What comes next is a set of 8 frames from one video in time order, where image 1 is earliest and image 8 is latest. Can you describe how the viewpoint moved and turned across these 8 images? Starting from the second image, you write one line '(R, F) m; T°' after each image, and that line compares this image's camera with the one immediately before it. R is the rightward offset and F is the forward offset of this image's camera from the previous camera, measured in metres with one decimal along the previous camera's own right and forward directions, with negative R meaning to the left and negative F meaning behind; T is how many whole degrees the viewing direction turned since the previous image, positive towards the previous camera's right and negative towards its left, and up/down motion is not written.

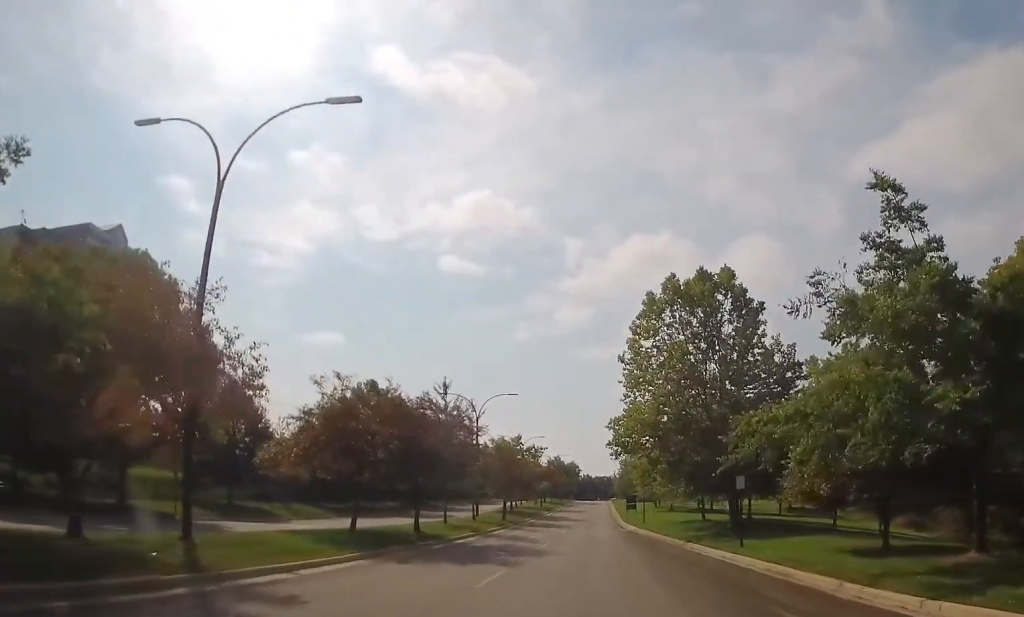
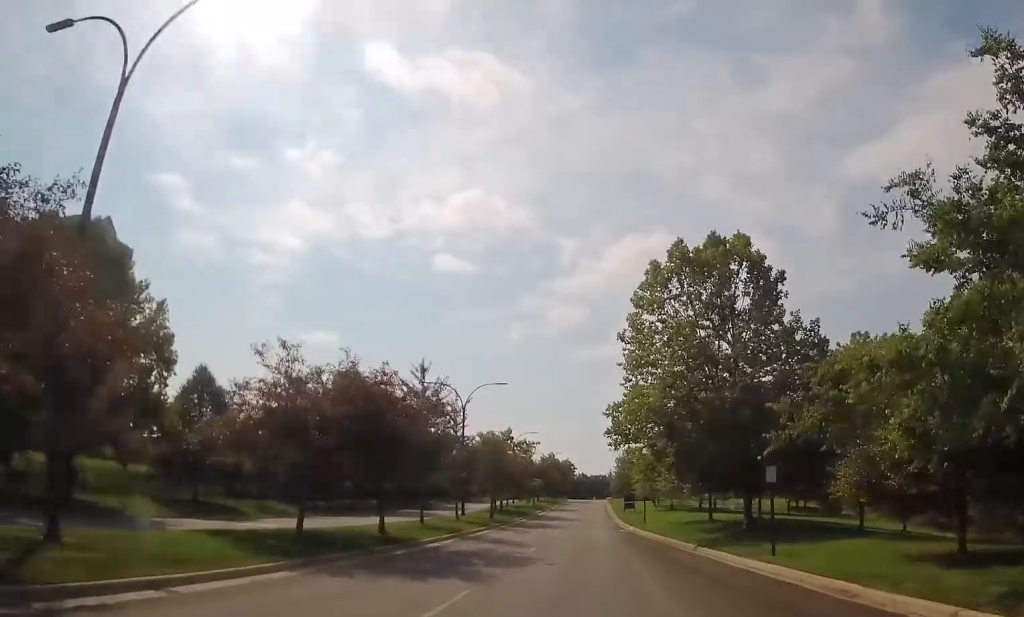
(+0.2, +4.7) m; +2°
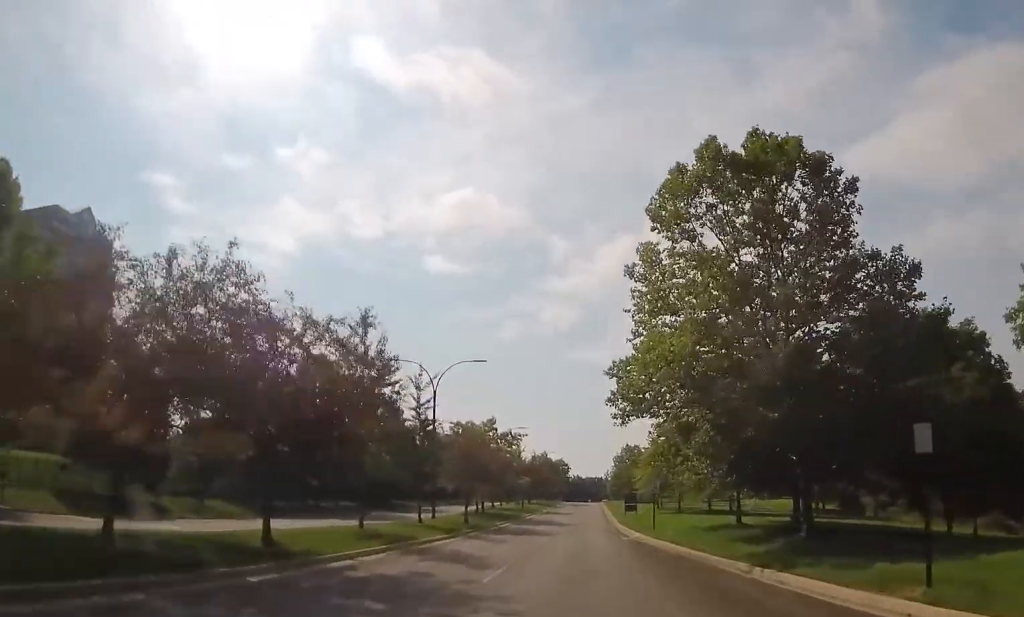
(0.0, +10.5) m; +2°
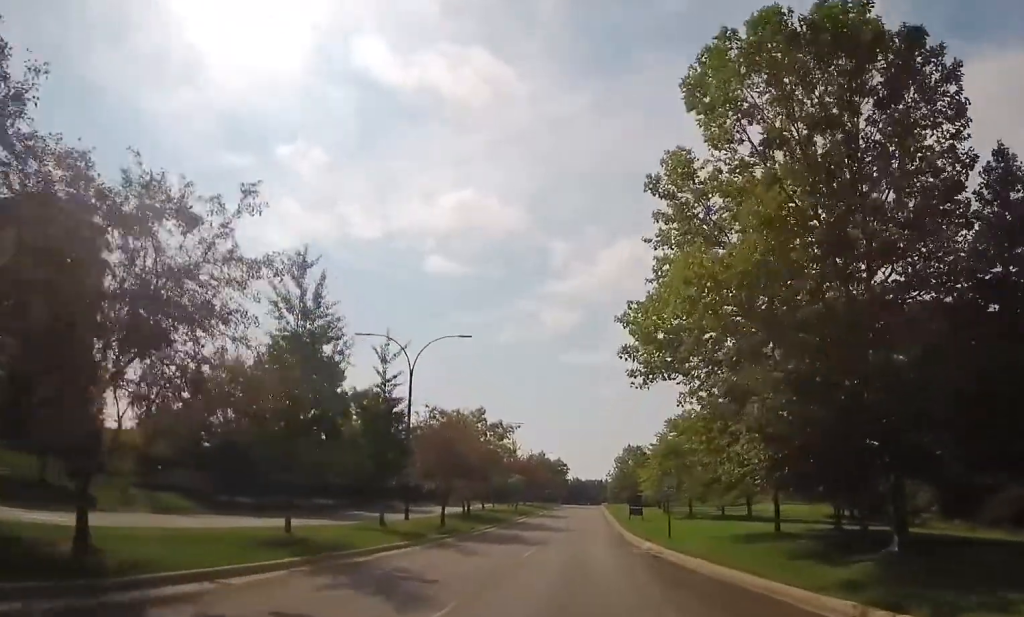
(+0.2, +8.1) m; 0°
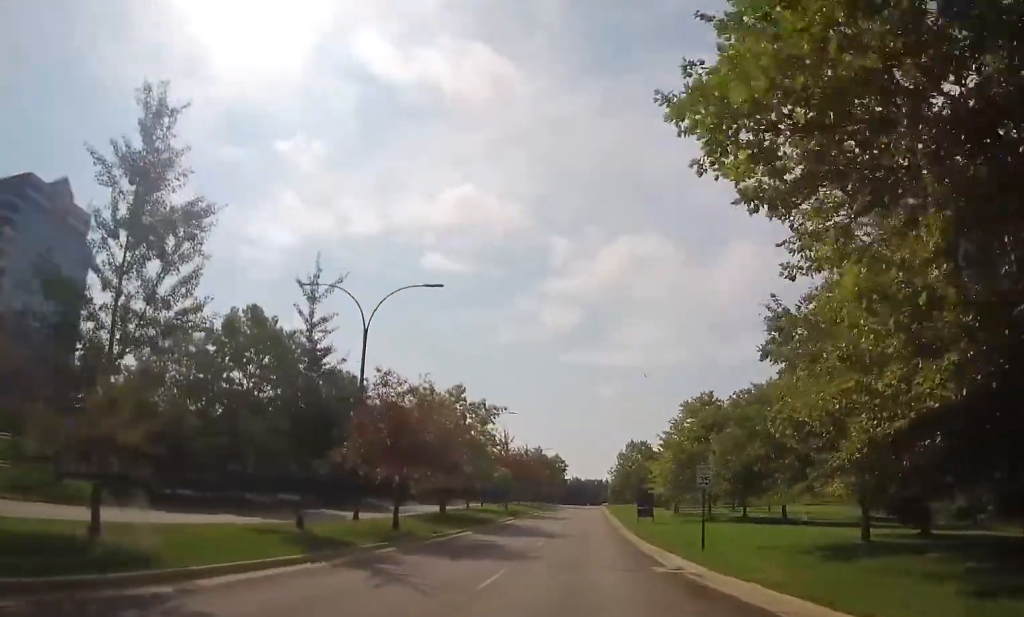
(+0.1, +10.5) m; -1°
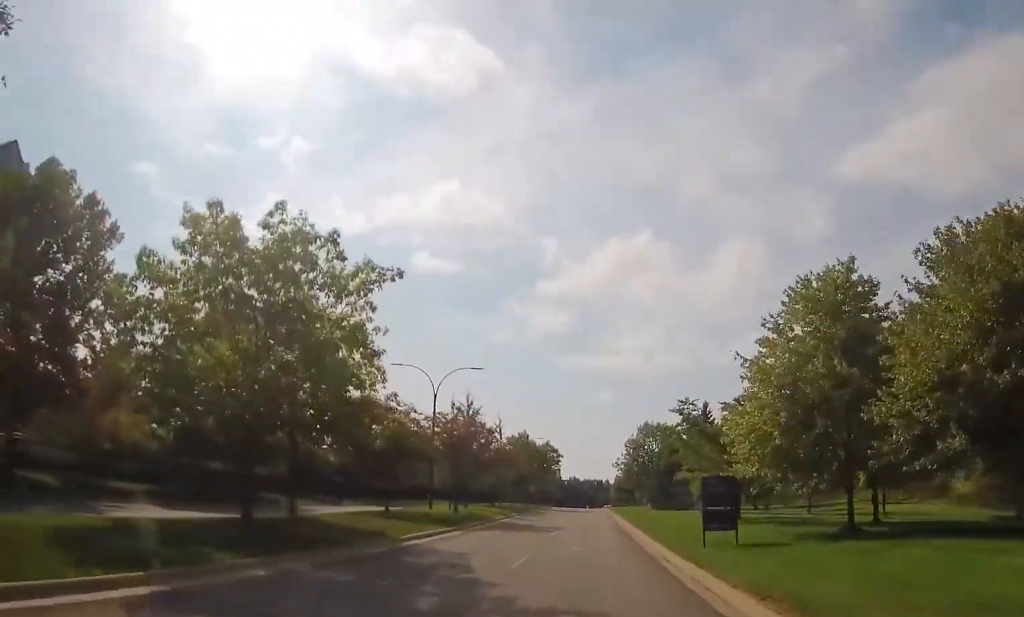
(-0.6, +30.2) m; -1°
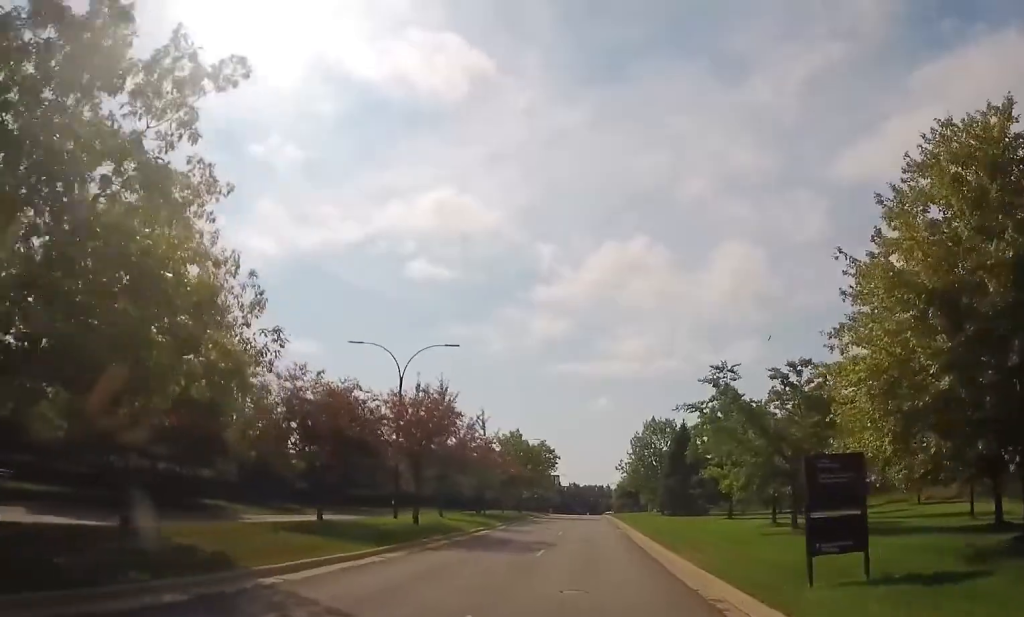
(0.0, +11.2) m; +1°
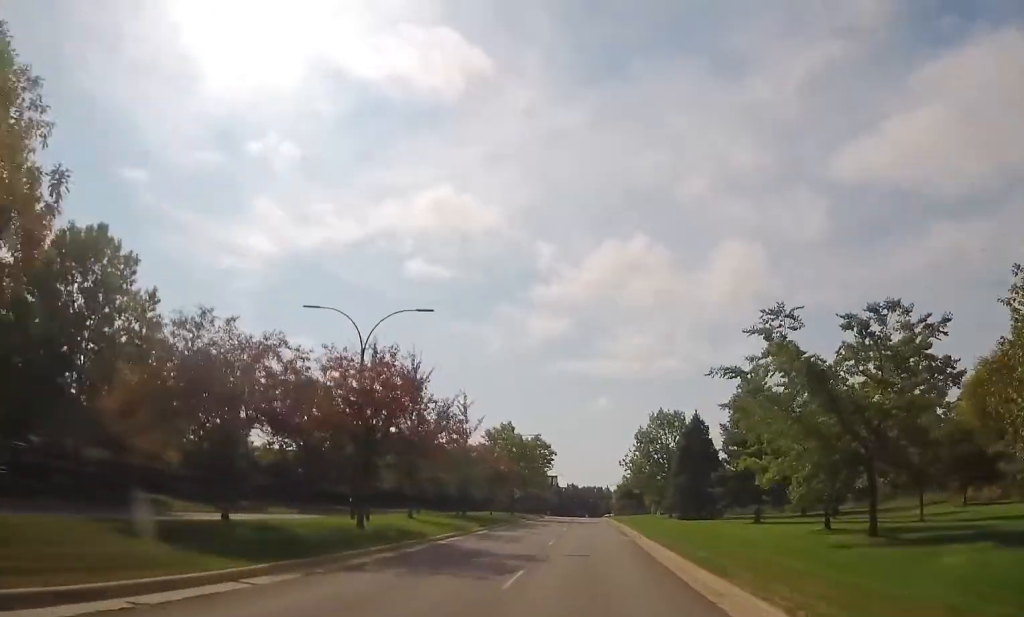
(+0.2, +8.7) m; 0°
